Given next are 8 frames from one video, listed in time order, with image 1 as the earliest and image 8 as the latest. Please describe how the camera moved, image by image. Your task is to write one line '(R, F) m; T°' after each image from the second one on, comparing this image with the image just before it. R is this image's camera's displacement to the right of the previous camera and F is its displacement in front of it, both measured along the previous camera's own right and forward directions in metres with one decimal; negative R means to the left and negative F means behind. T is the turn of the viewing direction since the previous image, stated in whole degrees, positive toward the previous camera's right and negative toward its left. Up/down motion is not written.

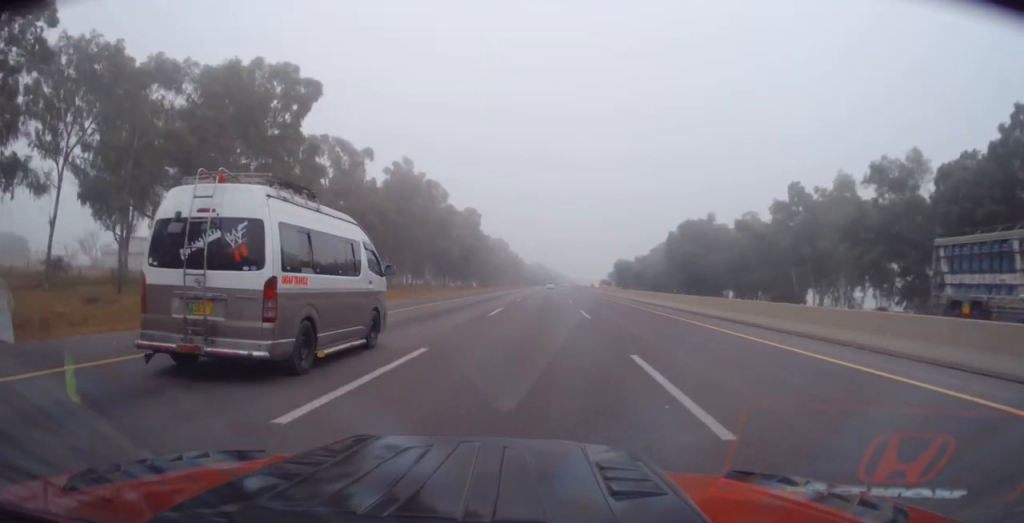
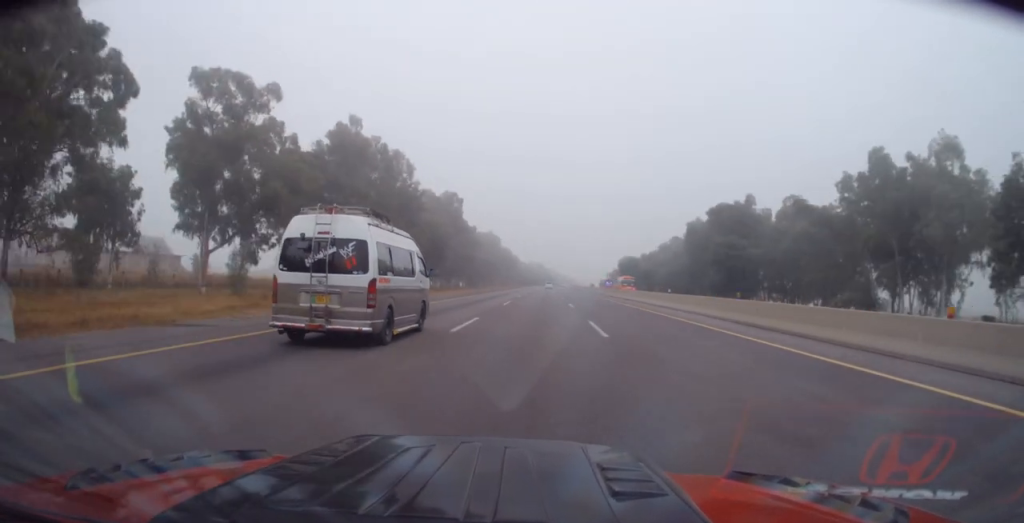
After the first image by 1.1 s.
(+0.2, +26.8) m; +2°
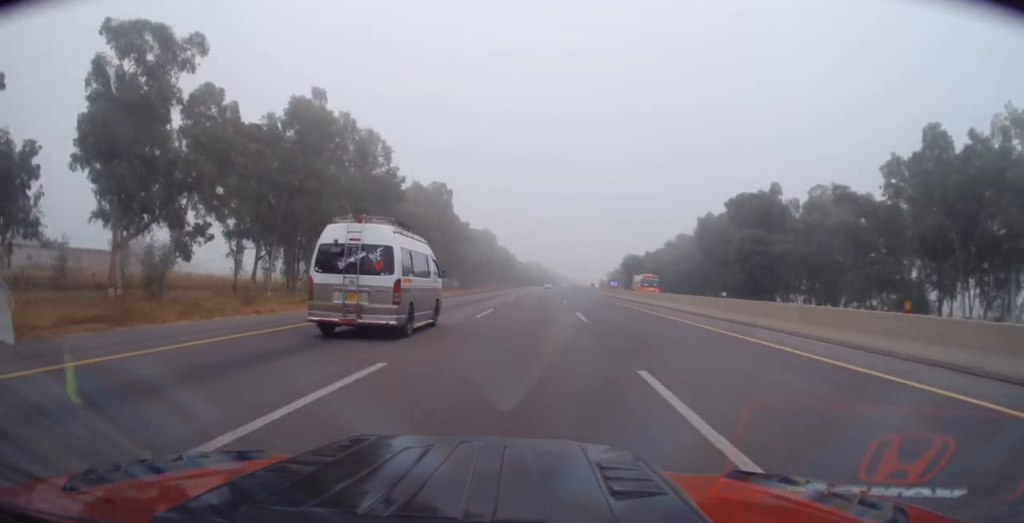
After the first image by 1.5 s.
(+0.2, +11.7) m; 0°
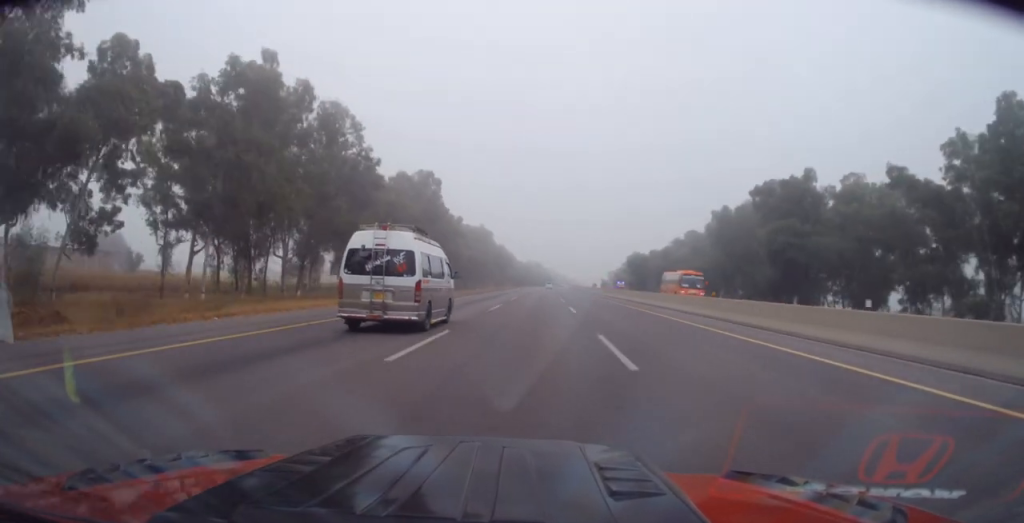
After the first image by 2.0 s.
(+0.3, +11.8) m; 0°
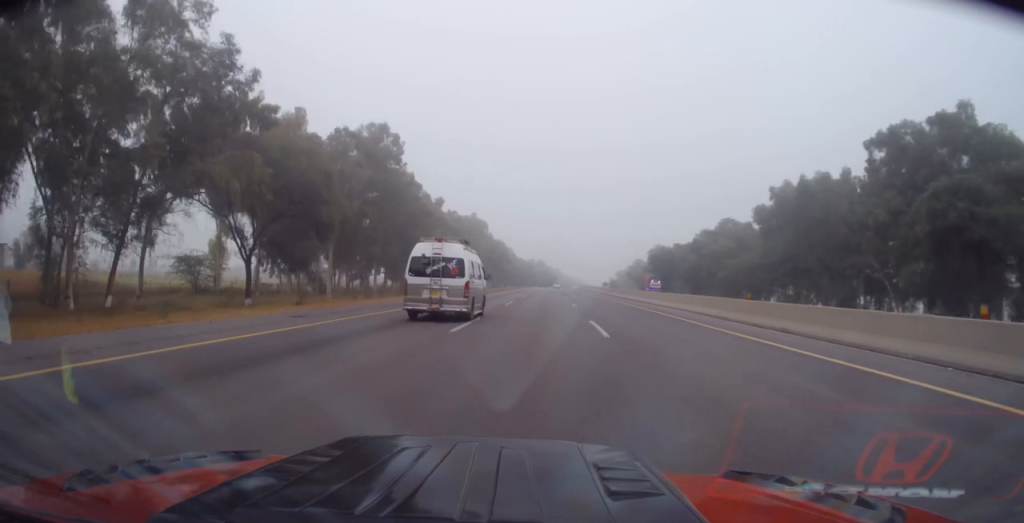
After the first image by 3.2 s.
(-0.8, +30.2) m; -1°
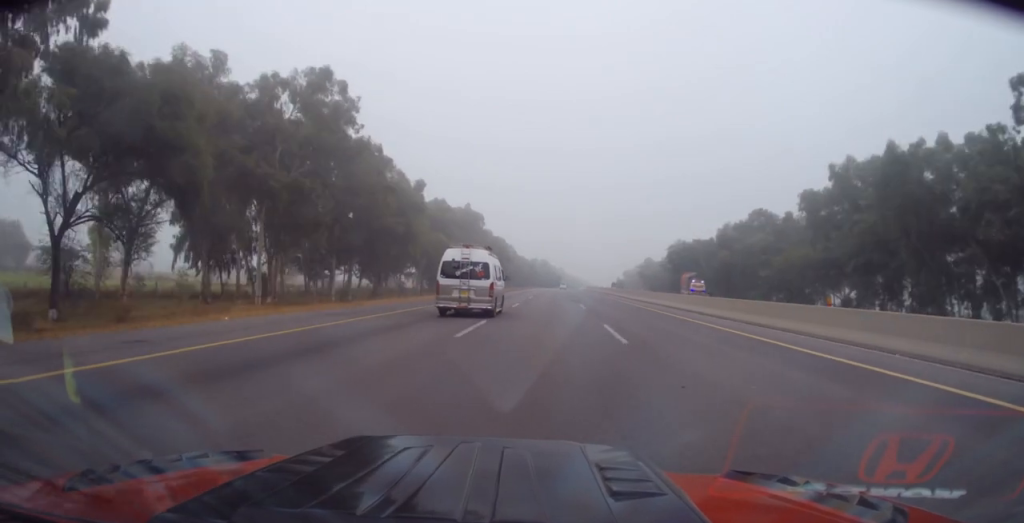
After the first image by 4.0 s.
(+0.4, +19.2) m; 0°
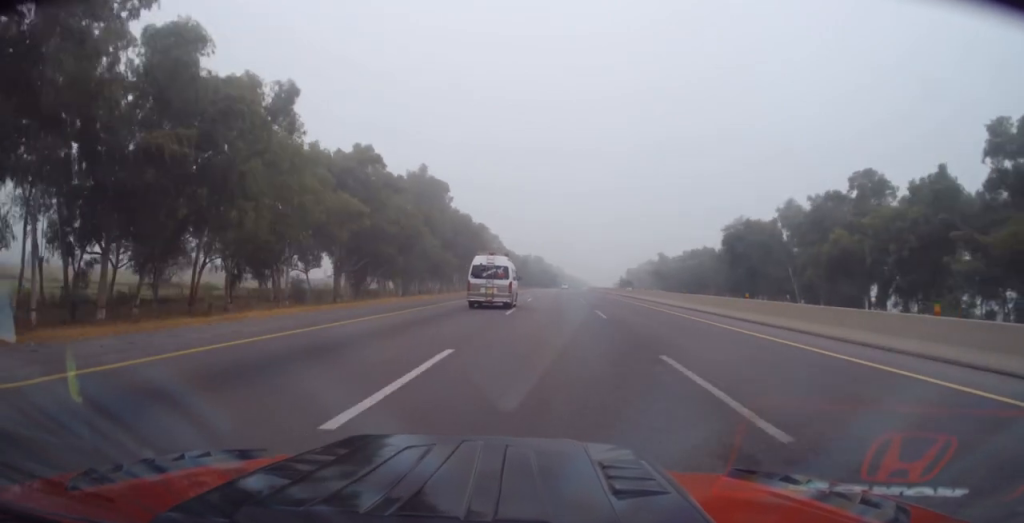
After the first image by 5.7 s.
(+0.5, +44.3) m; +2°
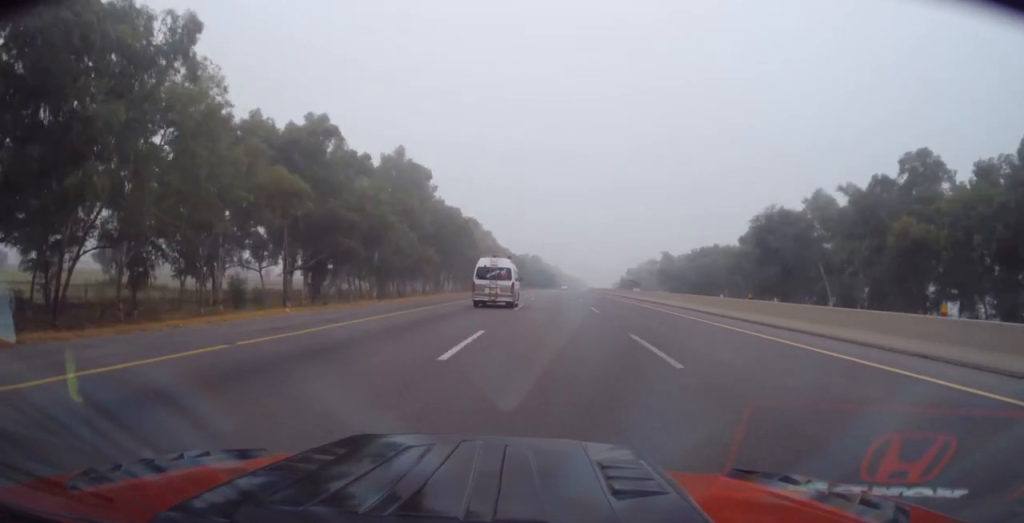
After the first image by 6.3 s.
(+0.3, +13.4) m; 0°
